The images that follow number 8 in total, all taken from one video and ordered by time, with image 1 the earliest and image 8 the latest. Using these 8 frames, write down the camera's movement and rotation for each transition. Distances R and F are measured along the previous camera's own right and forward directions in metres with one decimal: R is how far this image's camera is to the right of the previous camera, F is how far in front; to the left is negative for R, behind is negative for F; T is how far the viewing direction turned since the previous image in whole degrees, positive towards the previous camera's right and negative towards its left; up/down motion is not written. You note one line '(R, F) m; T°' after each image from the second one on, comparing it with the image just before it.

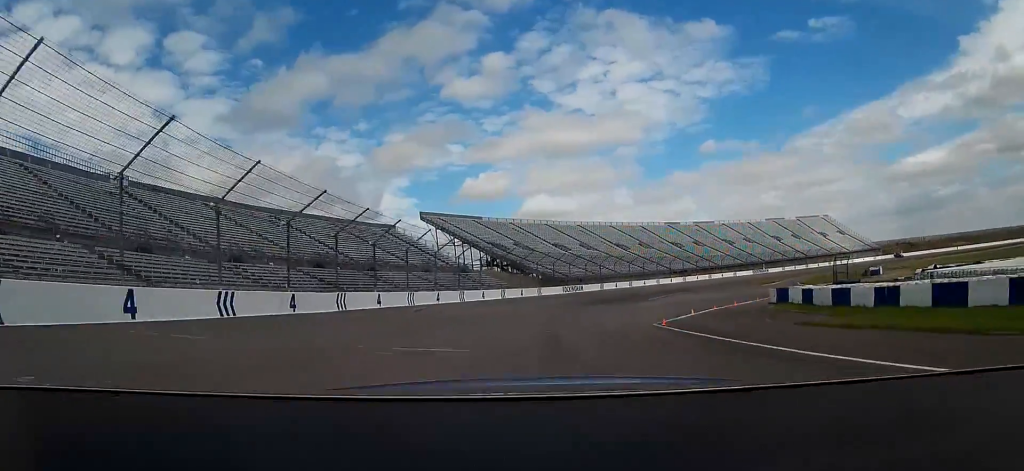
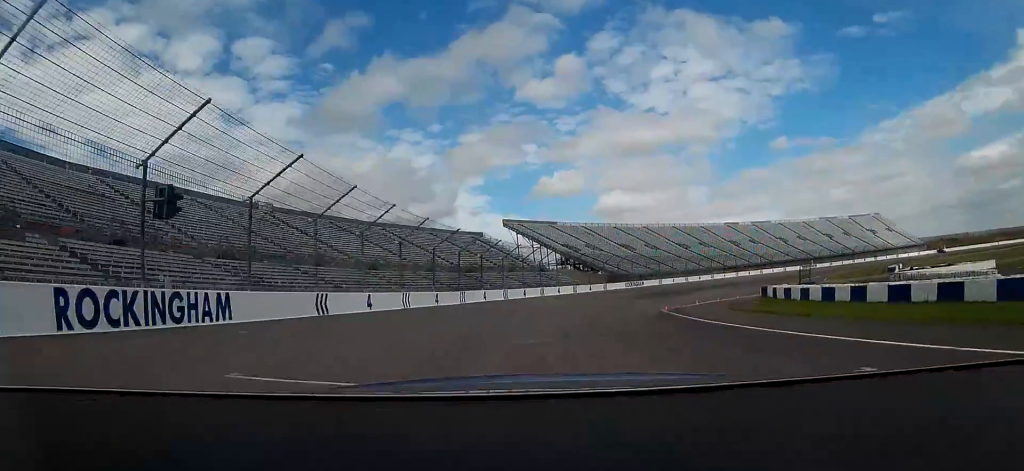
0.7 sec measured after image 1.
(-1.4, +19.7) m; -6°
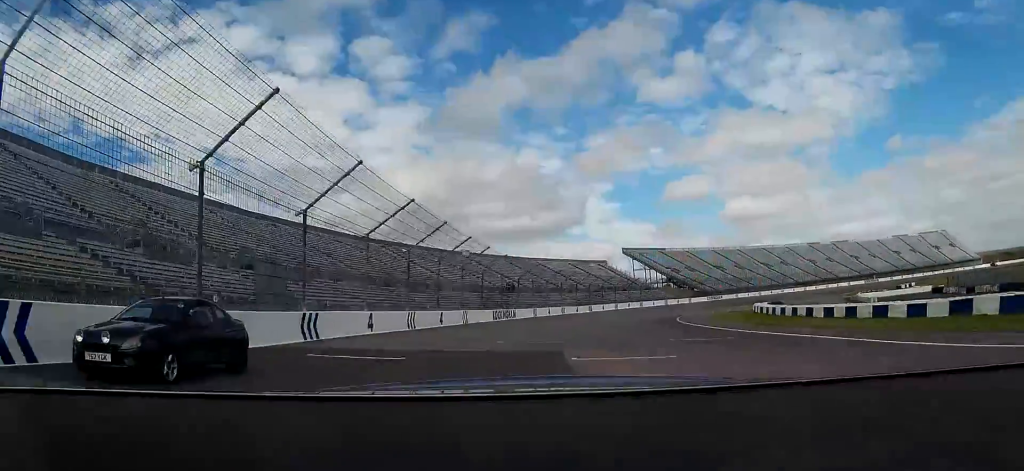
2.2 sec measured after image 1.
(-5.5, +49.9) m; -10°
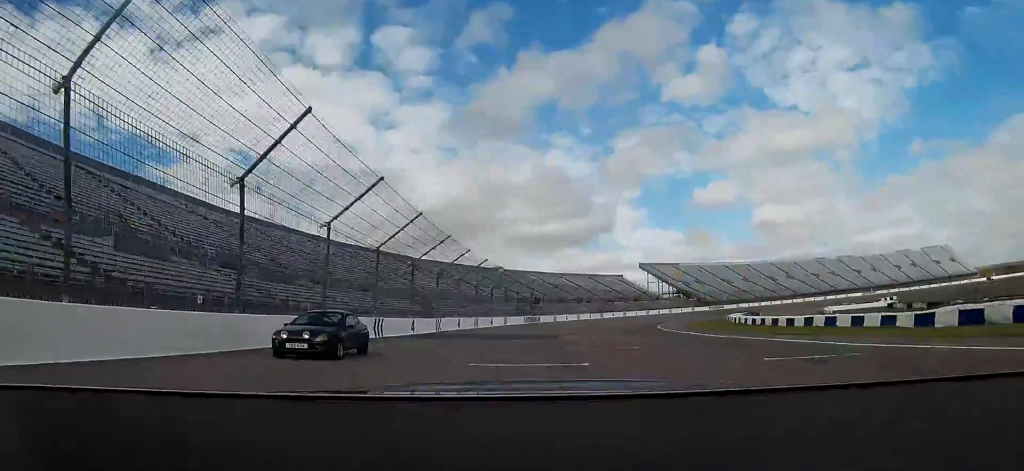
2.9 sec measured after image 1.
(-0.6, +23.8) m; -2°
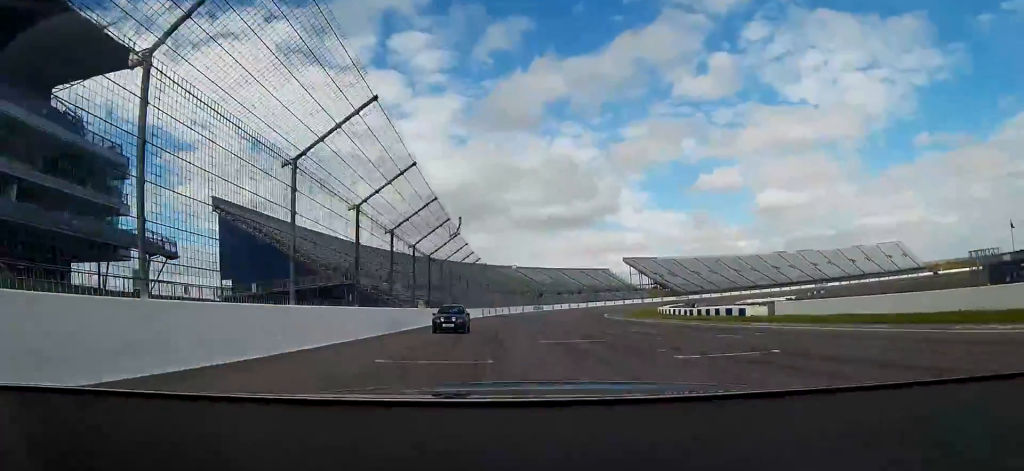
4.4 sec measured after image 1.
(-0.7, +59.7) m; -1°
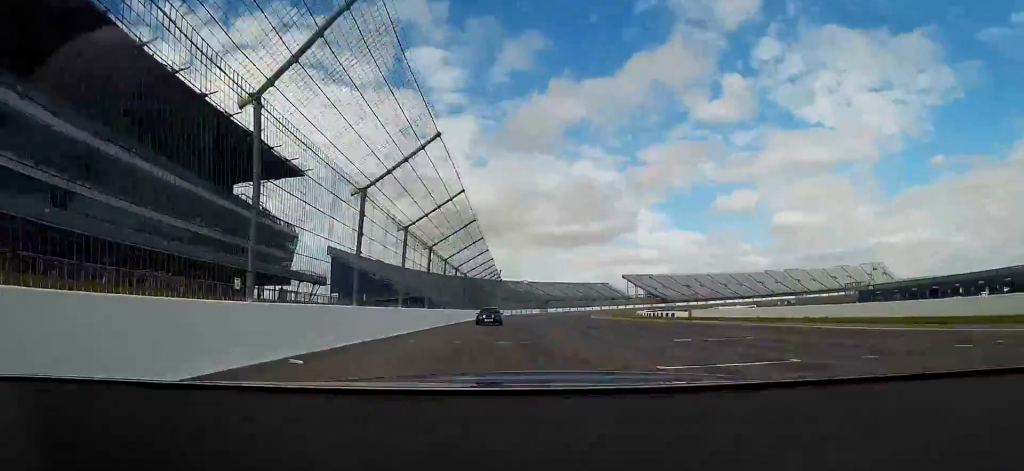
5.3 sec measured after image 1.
(-0.1, +38.2) m; 0°
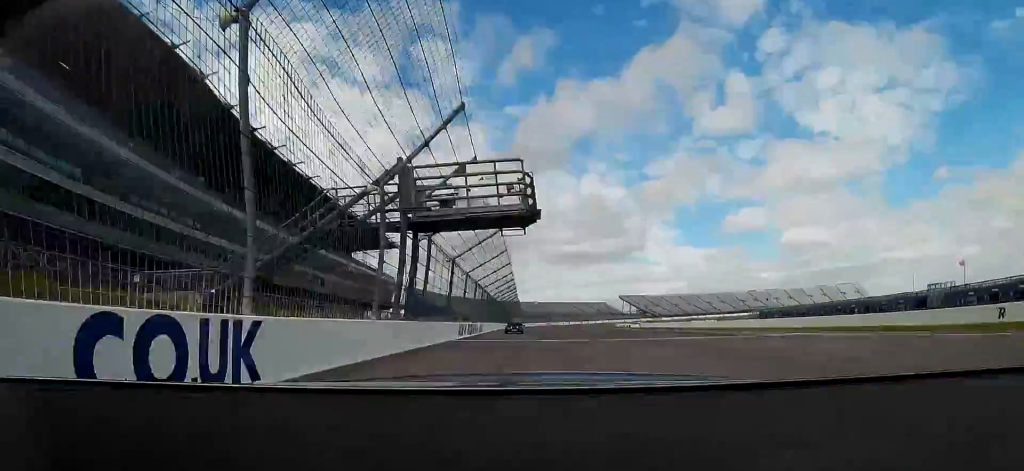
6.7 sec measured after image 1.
(-0.4, +55.9) m; -1°
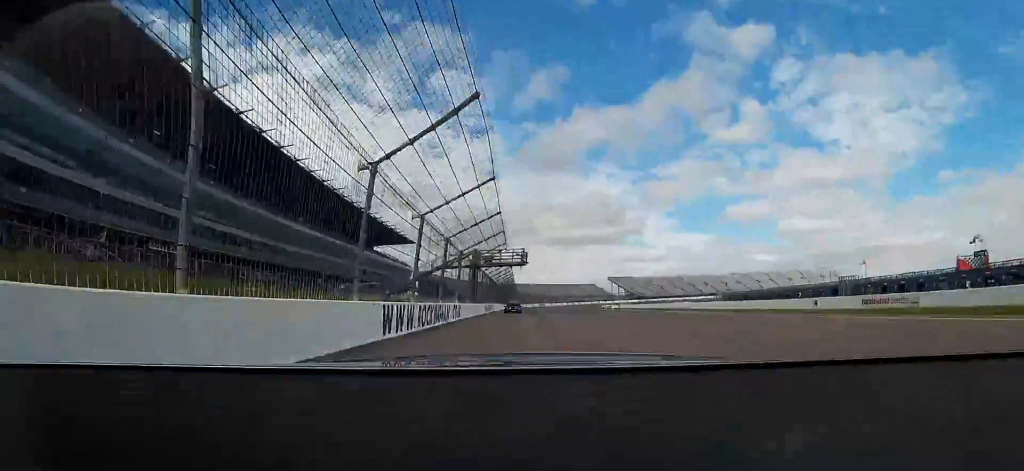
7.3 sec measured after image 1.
(-0.1, +27.8) m; 0°
